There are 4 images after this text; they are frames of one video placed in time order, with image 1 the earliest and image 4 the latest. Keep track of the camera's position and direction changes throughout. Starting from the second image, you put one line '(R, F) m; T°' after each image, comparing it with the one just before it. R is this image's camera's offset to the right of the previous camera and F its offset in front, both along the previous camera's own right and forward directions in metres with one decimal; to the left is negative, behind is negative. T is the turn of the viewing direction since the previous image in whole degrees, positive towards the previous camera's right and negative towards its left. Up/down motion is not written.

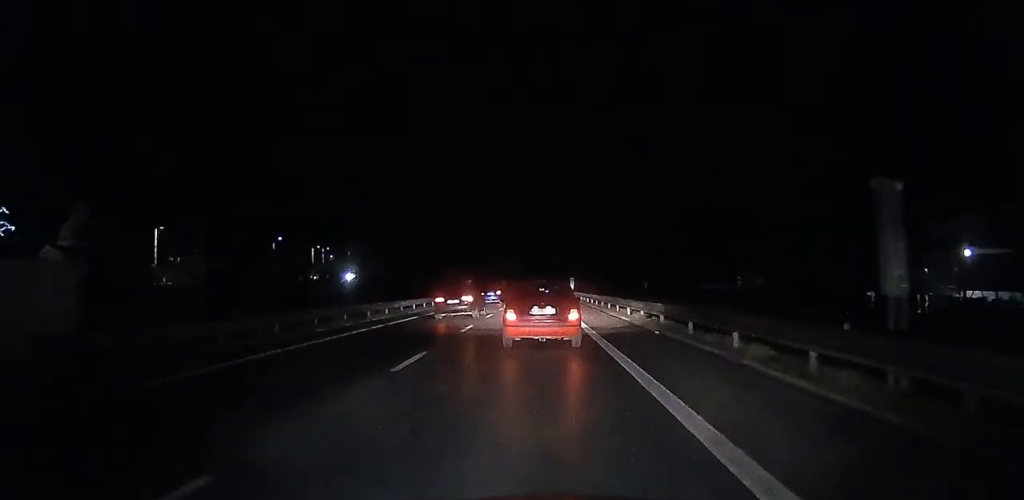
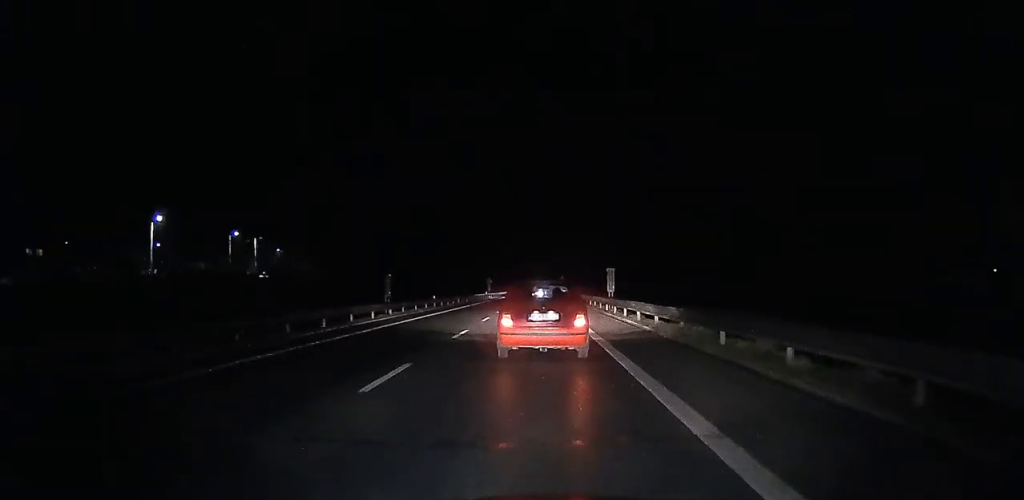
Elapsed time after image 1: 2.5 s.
(-0.4, +47.1) m; -5°
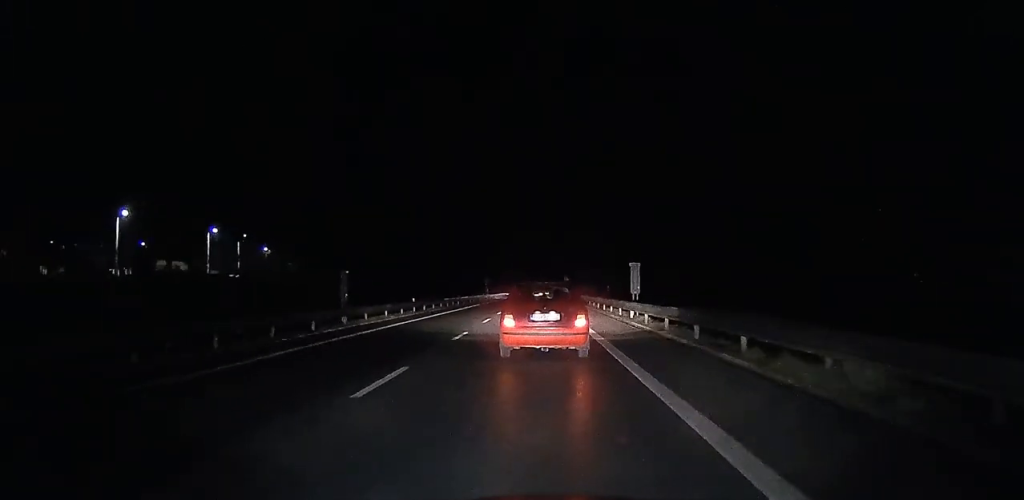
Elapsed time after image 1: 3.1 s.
(+0.1, +9.4) m; +2°
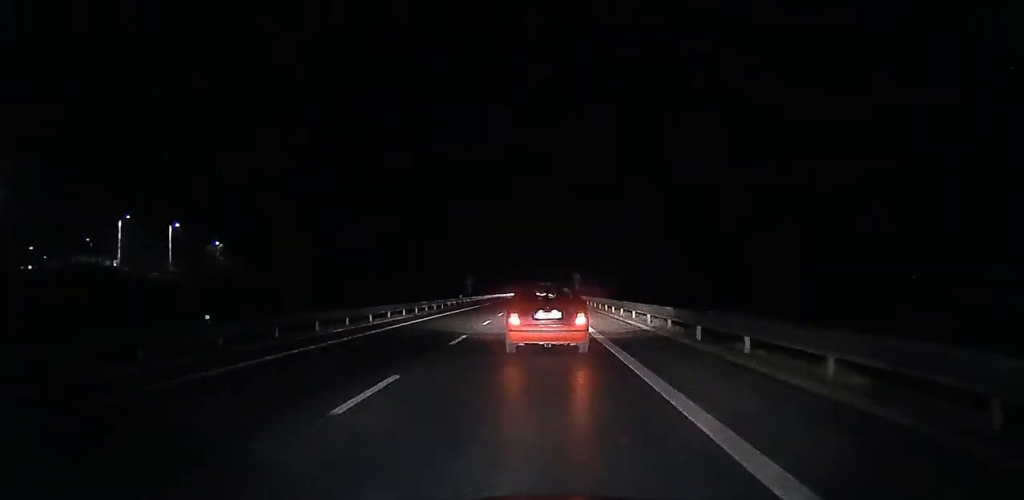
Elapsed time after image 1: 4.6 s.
(+1.6, +27.7) m; +2°
